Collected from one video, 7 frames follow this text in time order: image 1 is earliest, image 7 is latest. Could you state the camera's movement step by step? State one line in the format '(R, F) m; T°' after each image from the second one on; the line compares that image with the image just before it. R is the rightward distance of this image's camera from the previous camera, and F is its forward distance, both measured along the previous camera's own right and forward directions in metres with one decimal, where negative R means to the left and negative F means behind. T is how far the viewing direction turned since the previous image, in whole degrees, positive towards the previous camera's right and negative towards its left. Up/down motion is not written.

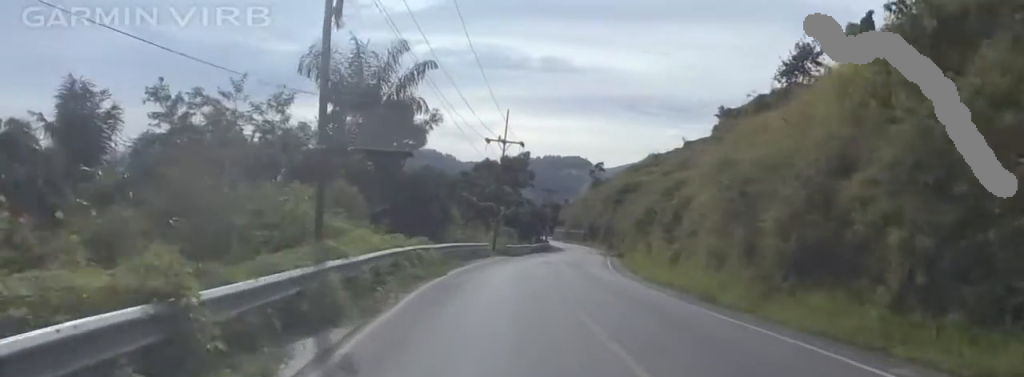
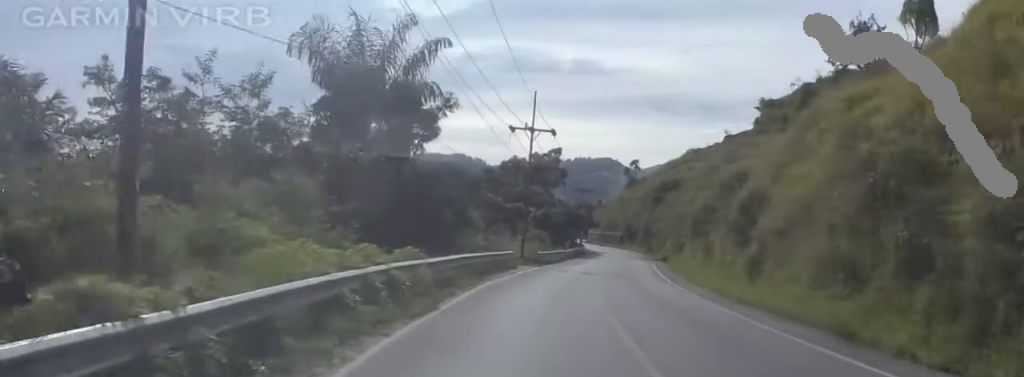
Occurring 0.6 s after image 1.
(-0.6, +9.2) m; 0°
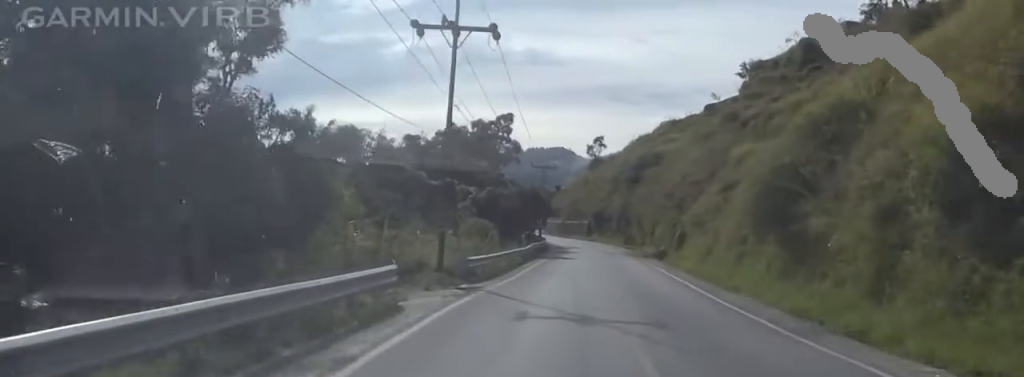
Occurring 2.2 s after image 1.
(+0.4, +23.3) m; 0°
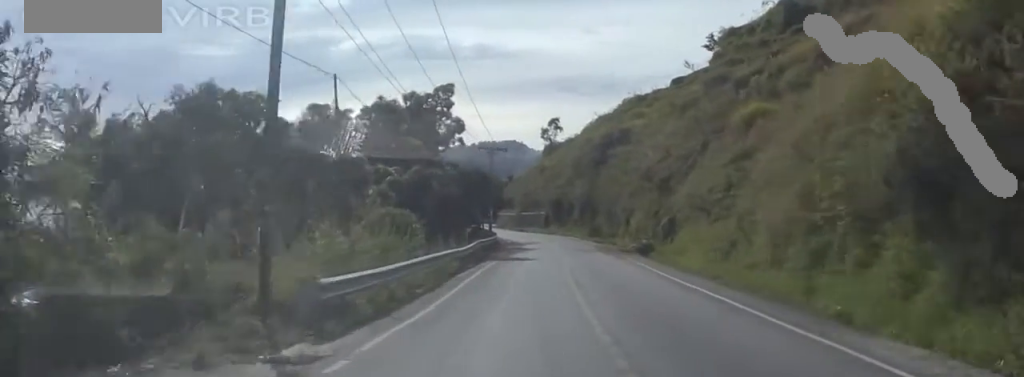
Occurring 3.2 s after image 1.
(-0.2, +13.8) m; +2°
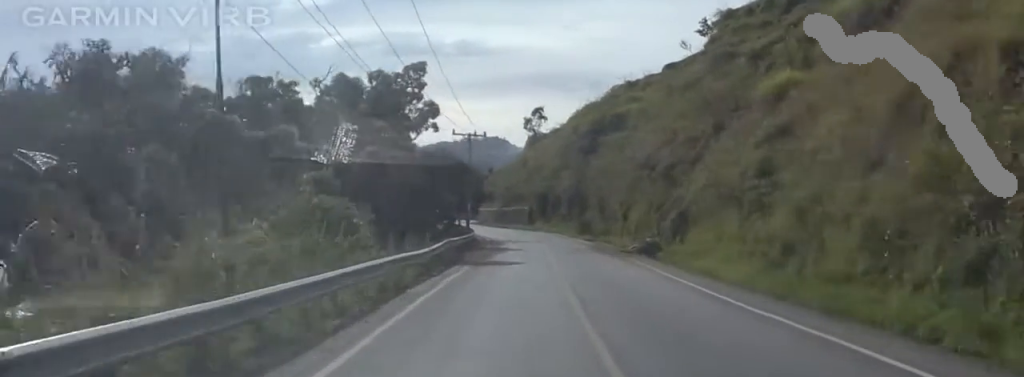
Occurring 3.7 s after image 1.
(+0.3, +7.9) m; +2°
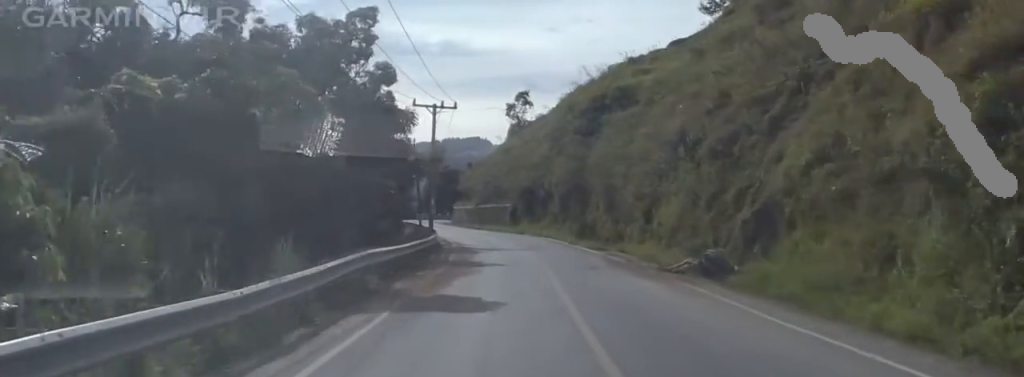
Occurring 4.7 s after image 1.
(+0.1, +15.0) m; -3°
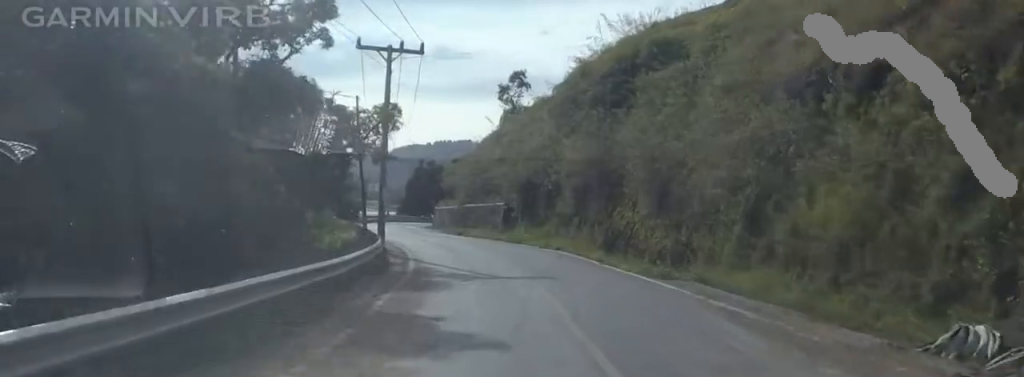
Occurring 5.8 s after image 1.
(-1.0, +16.4) m; -4°
